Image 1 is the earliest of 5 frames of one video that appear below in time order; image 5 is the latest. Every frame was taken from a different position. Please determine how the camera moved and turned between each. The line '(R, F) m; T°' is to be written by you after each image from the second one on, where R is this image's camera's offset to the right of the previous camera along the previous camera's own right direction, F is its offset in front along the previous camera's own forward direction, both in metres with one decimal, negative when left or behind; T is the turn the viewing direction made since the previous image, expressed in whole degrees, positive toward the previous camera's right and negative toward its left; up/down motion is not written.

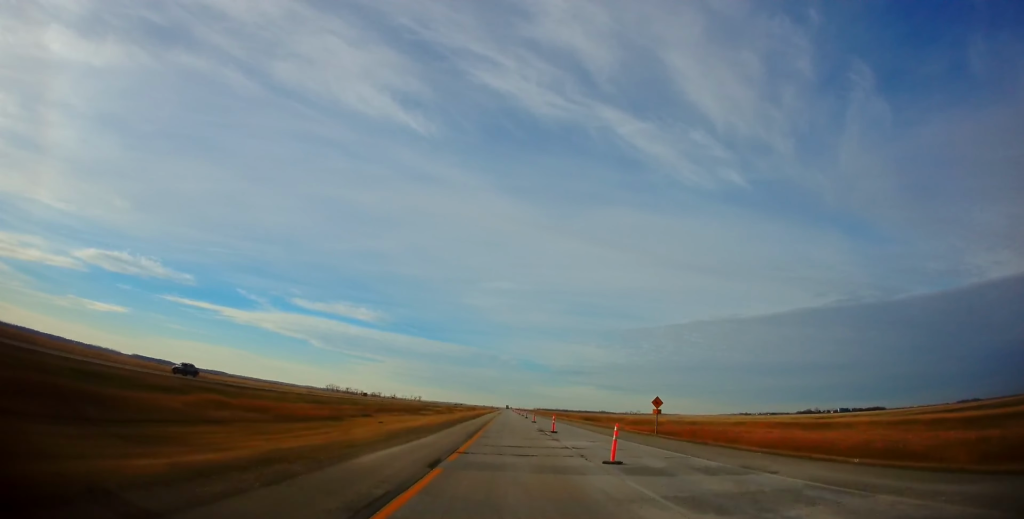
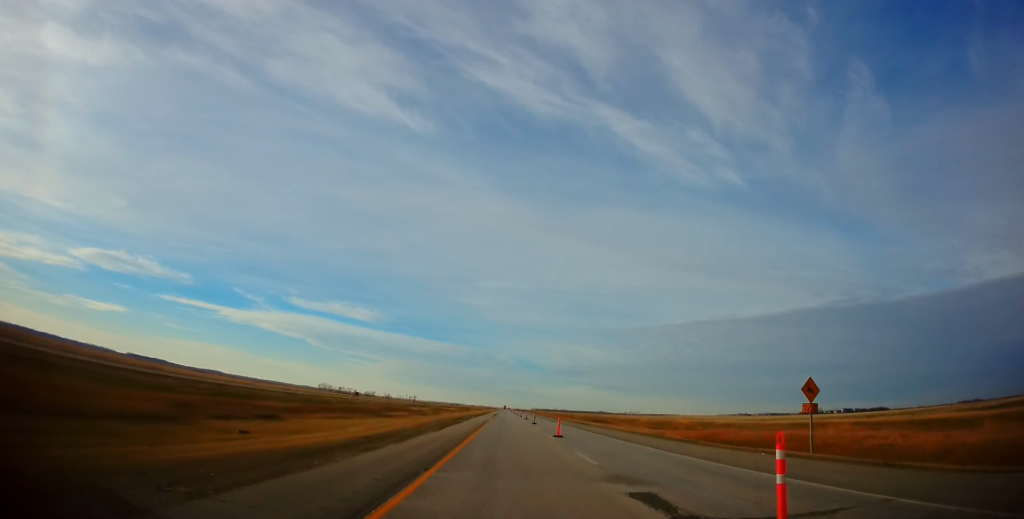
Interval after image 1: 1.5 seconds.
(+0.7, +29.1) m; +1°
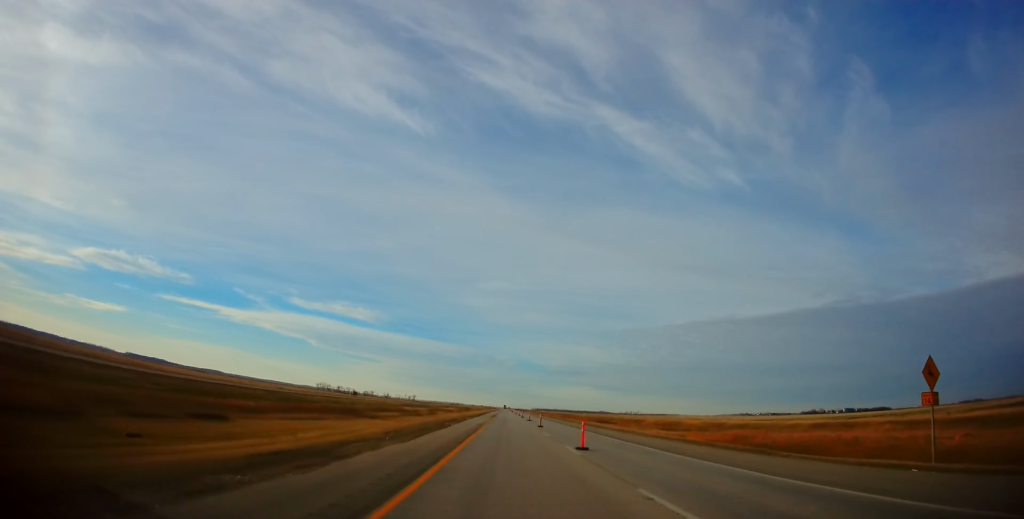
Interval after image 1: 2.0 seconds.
(-0.1, +8.9) m; 0°
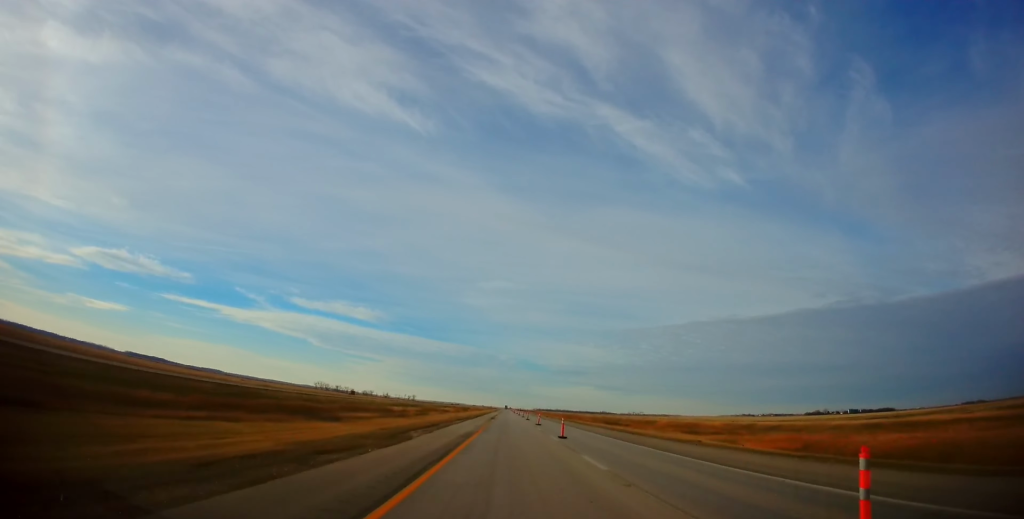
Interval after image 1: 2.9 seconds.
(-0.1, +16.5) m; 0°
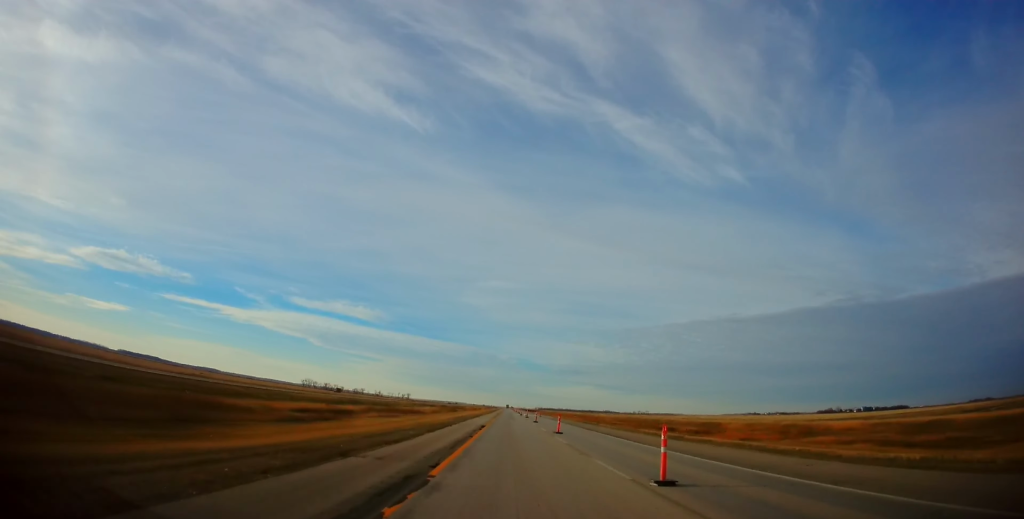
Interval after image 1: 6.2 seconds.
(-0.7, +63.4) m; 0°
